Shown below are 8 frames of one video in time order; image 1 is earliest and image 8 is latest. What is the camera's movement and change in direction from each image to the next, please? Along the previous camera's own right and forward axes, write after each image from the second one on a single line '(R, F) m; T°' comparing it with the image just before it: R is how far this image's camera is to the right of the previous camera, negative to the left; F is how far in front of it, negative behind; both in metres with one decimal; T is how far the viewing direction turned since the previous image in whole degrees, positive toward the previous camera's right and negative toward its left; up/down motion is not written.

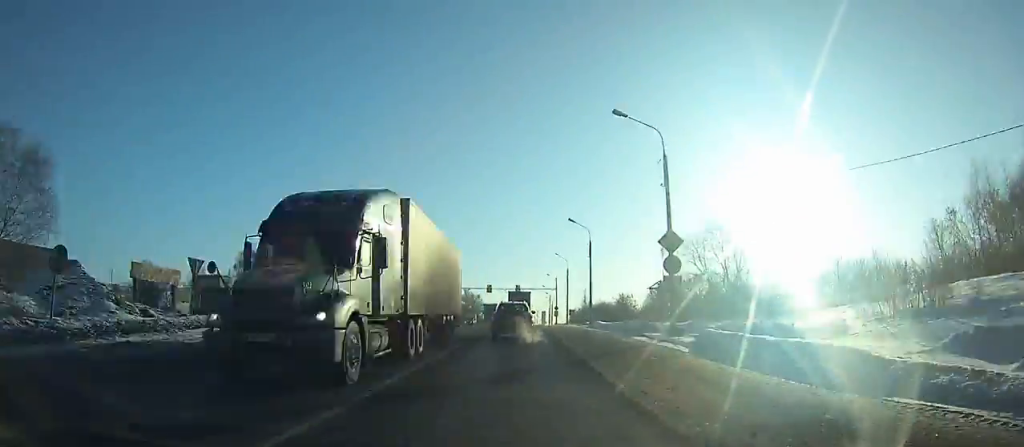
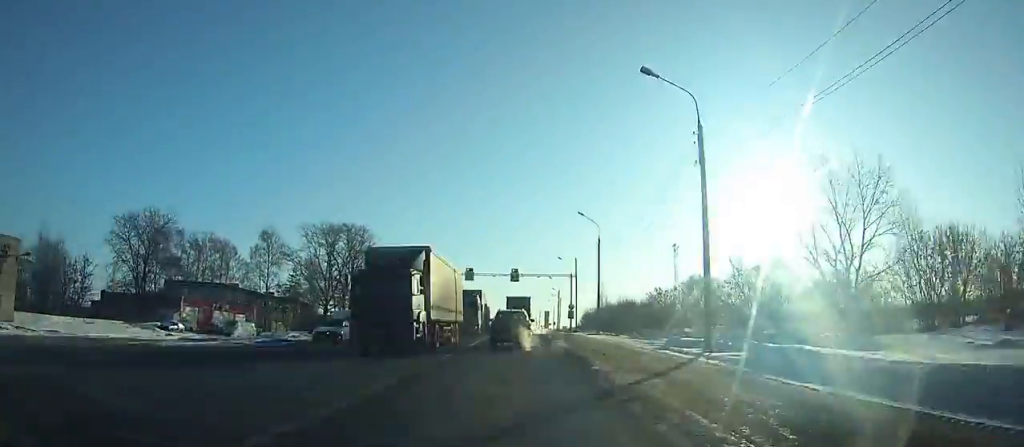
(-0.1, +36.3) m; 0°
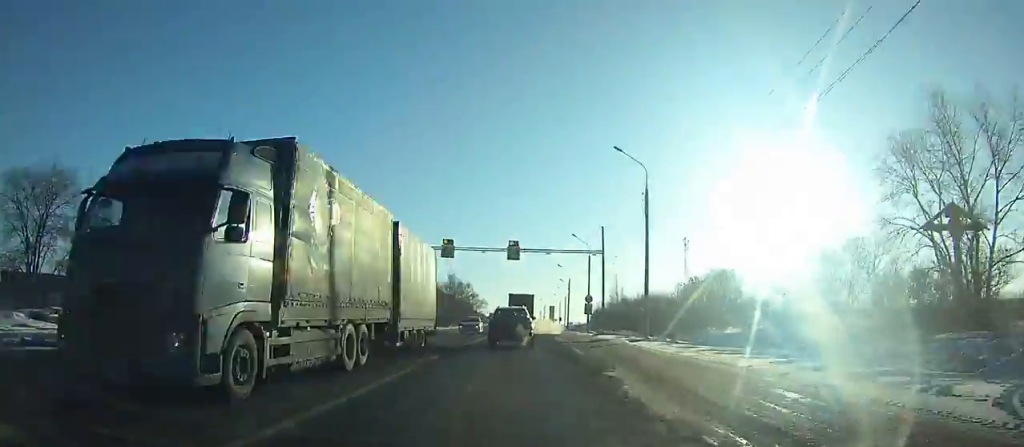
(0.0, +19.0) m; 0°
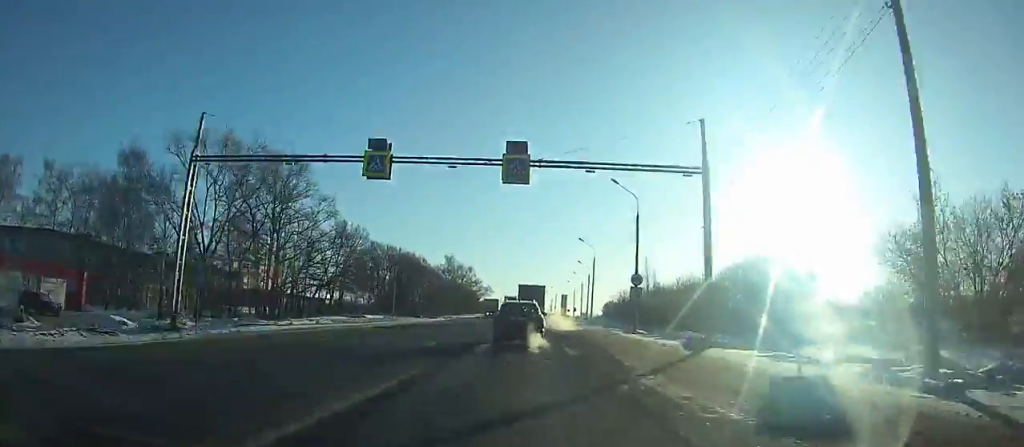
(0.0, +22.0) m; 0°
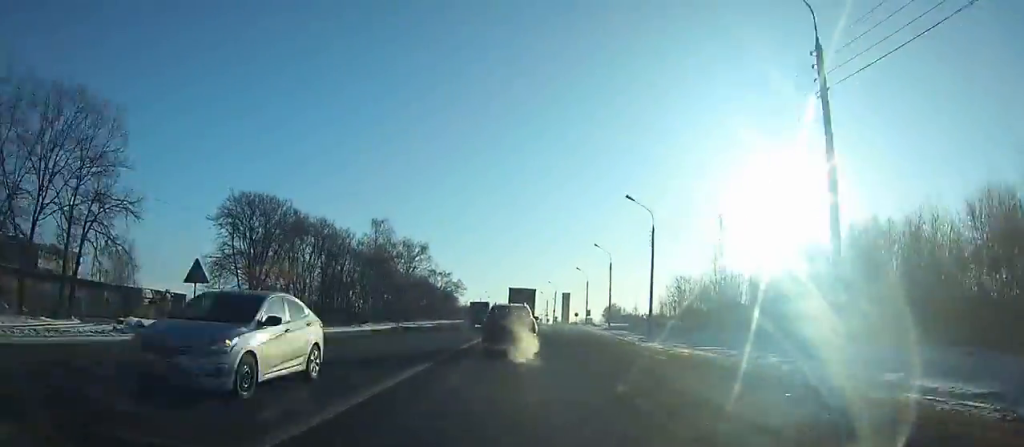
(0.0, +63.8) m; 0°
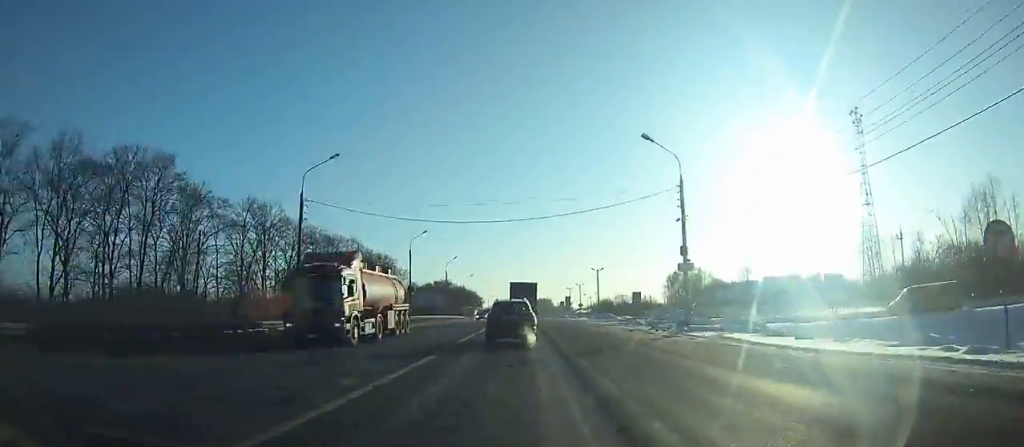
(-1.3, +161.4) m; -1°
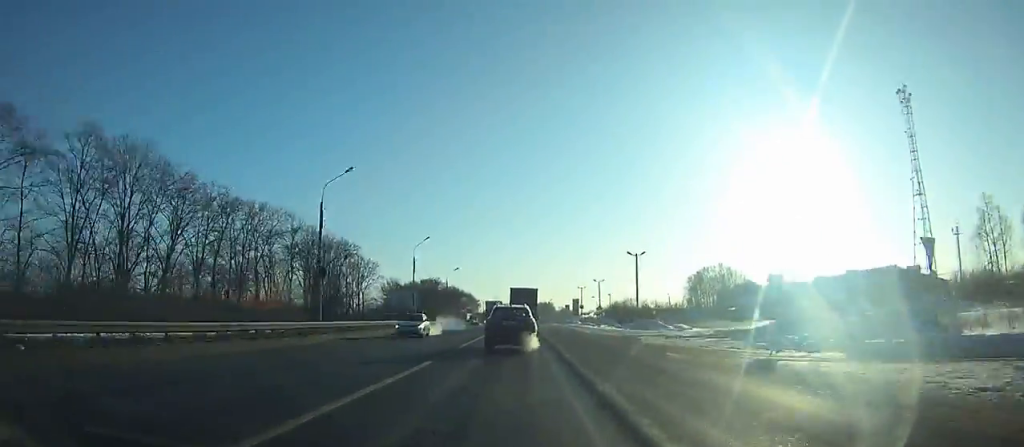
(-0.2, +32.4) m; 0°
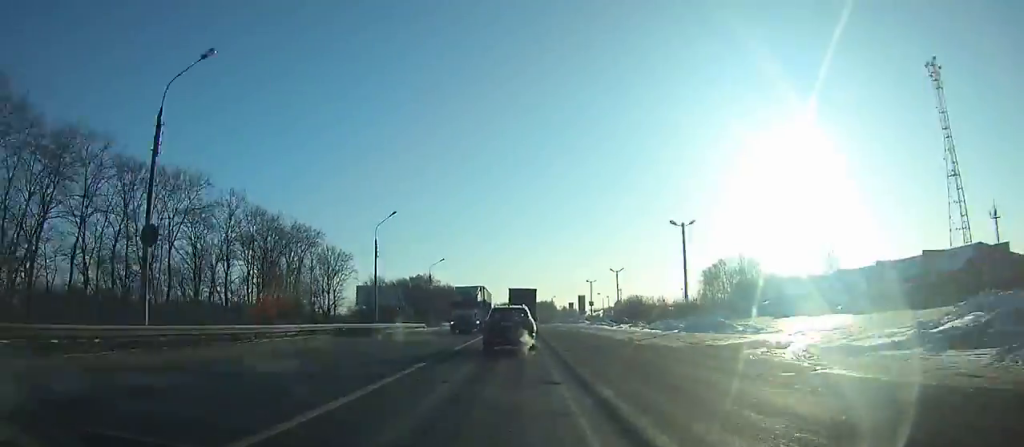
(0.0, +19.4) m; 0°
